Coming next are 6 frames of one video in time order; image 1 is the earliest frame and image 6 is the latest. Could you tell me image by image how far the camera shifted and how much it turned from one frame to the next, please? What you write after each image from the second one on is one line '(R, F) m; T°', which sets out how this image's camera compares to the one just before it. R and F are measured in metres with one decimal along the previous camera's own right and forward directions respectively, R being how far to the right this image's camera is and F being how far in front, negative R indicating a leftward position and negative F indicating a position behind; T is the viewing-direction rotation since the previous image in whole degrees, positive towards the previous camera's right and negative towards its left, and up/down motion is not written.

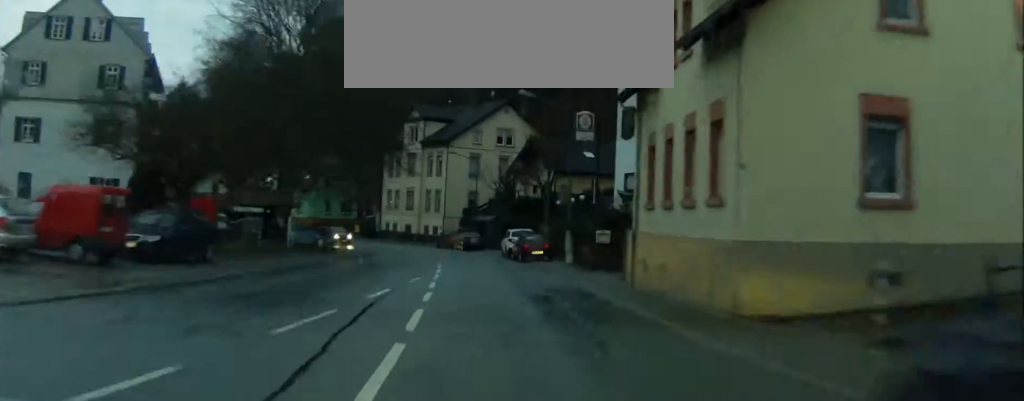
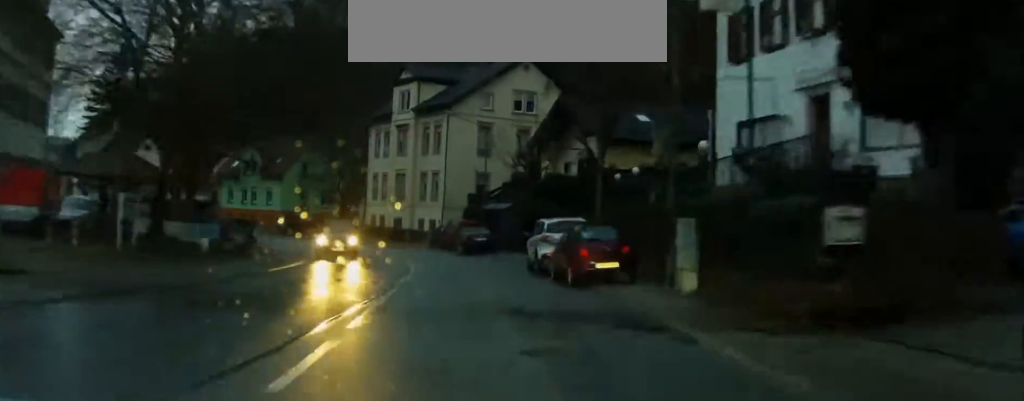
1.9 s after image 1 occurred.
(-0.7, +22.2) m; -3°
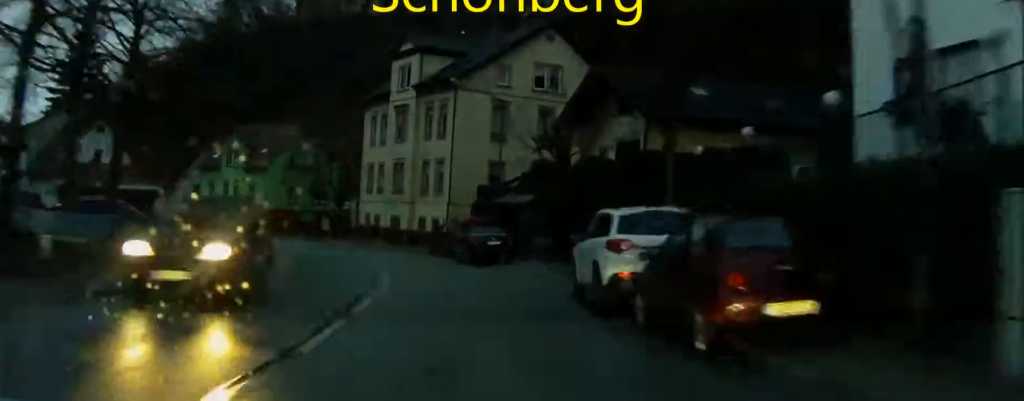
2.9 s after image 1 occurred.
(-0.2, +11.0) m; -2°
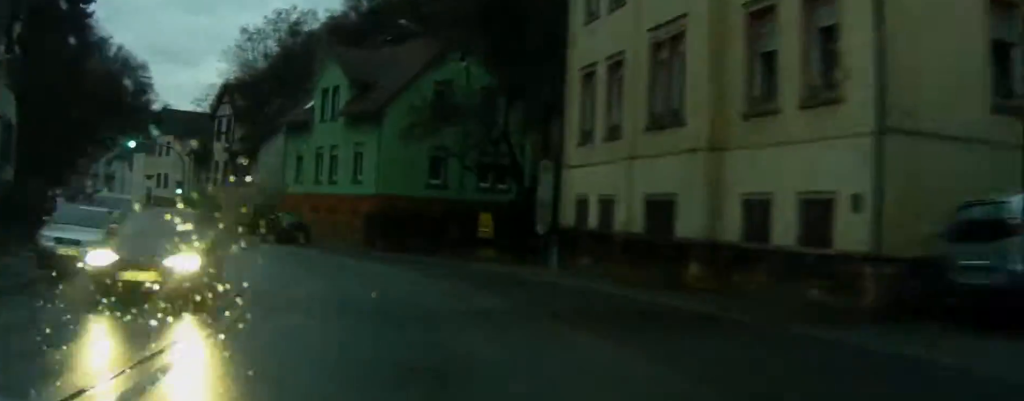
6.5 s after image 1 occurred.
(-4.0, +40.5) m; -15°
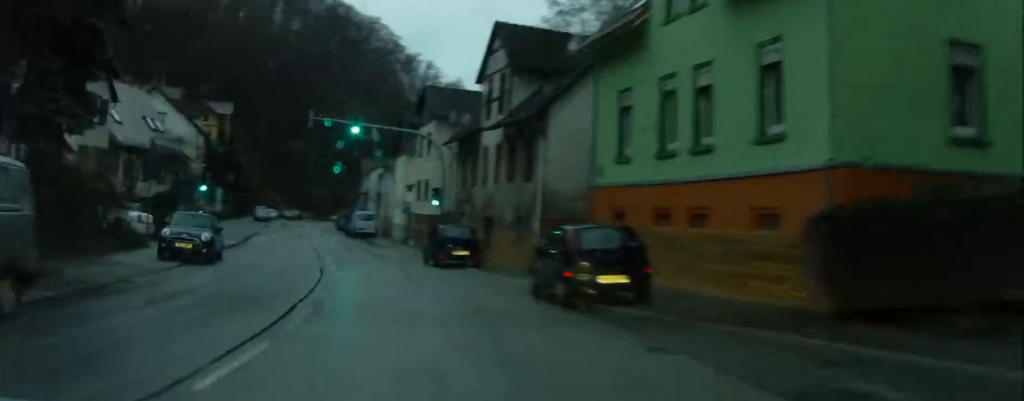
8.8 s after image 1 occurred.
(-3.6, +26.0) m; -15°
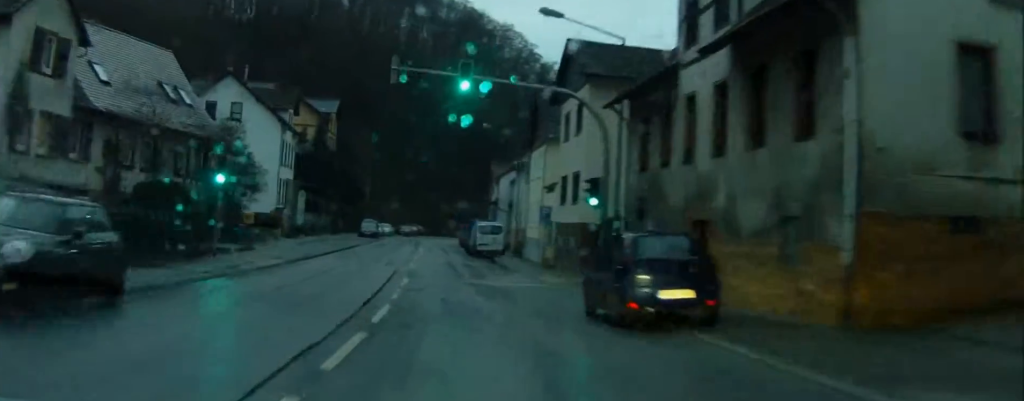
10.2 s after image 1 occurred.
(-1.1, +15.8) m; -7°
